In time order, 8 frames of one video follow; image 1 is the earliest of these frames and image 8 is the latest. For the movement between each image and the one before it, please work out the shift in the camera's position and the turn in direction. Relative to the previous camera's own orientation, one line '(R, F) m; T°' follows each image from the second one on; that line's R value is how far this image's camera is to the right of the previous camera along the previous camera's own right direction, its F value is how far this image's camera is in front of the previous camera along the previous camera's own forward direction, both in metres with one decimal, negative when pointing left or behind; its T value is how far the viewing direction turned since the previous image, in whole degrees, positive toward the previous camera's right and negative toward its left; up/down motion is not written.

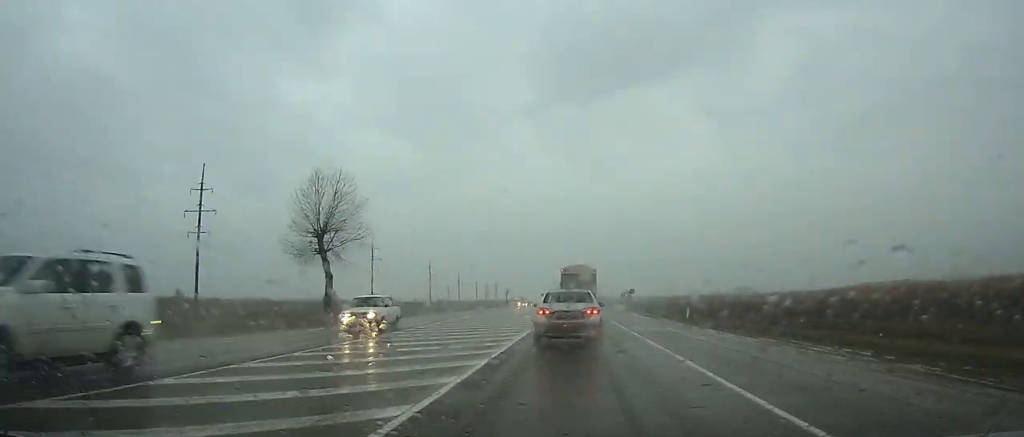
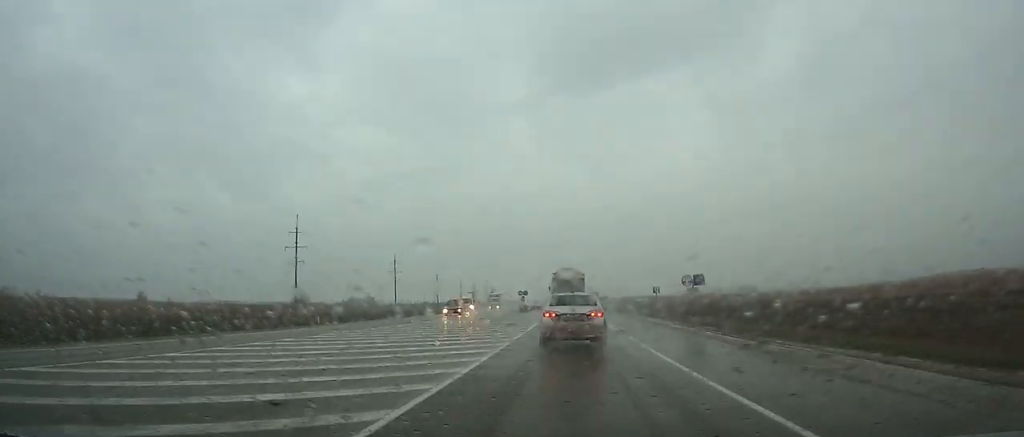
(+0.2, +45.5) m; 0°
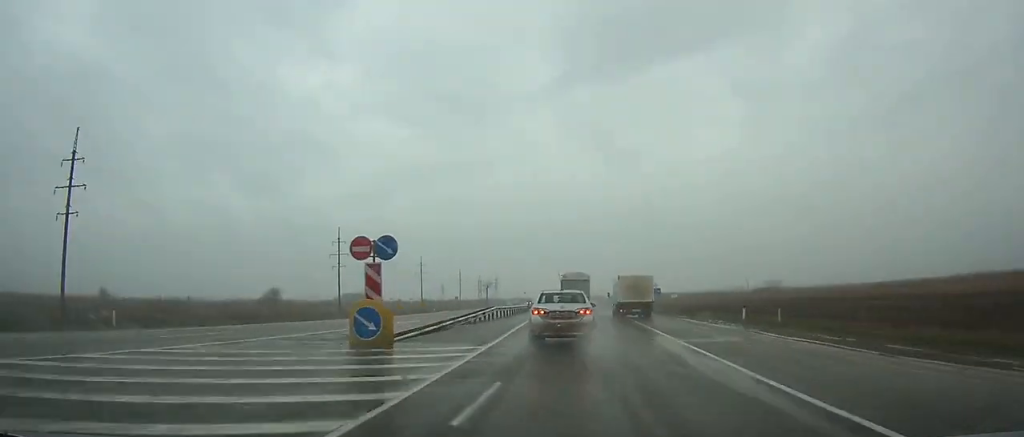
(-1.2, +68.7) m; -2°
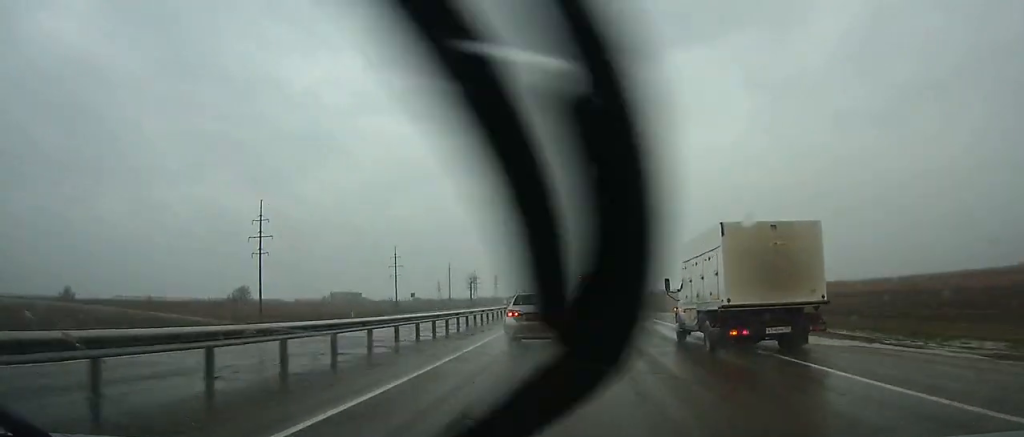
(-0.4, +42.8) m; -1°
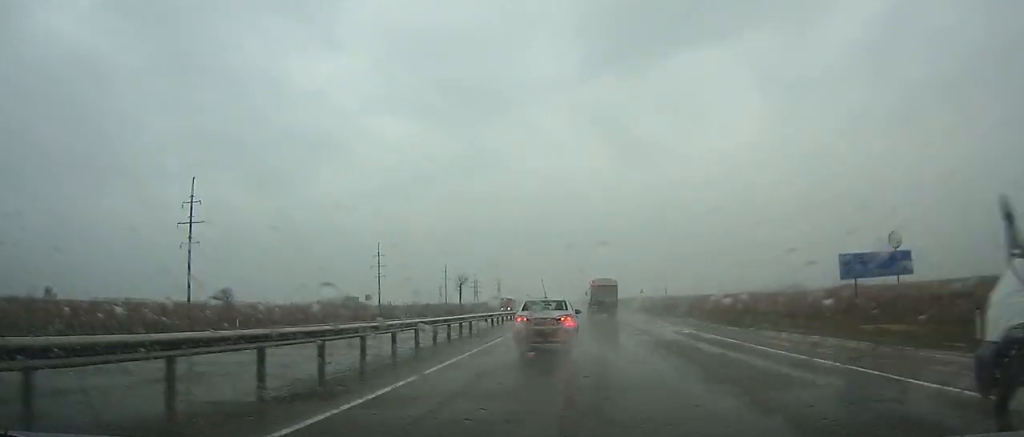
(-0.2, +24.4) m; 0°
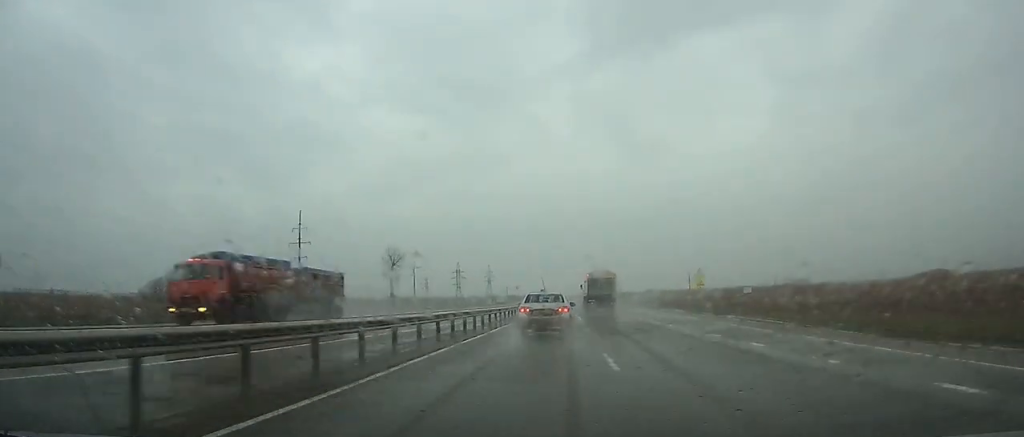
(-0.1, +52.7) m; 0°
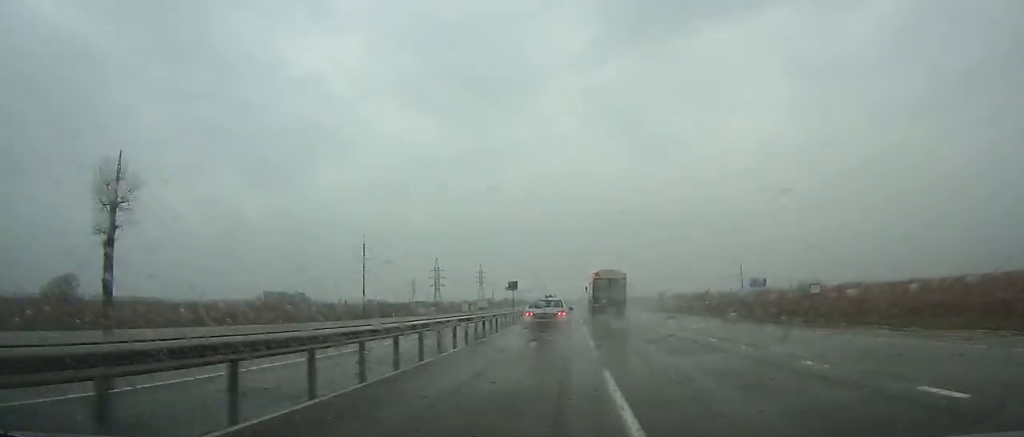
(-0.1, +56.1) m; 0°
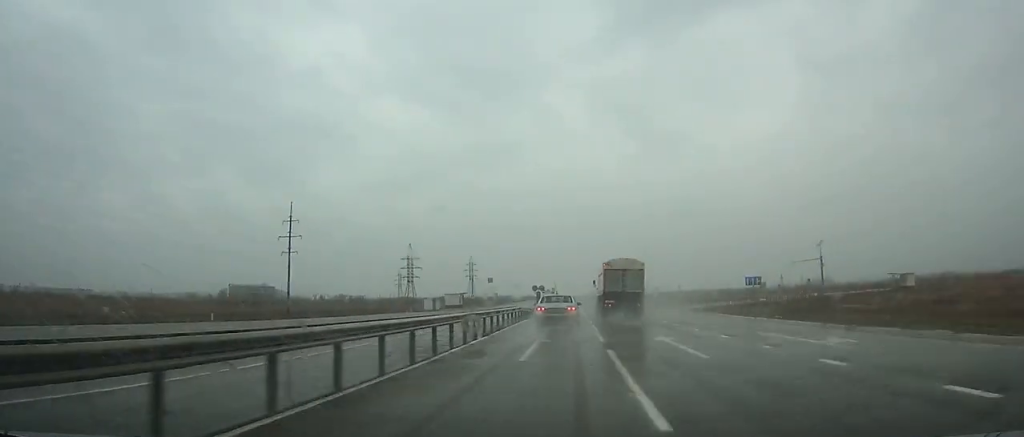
(0.0, +44.4) m; 0°
